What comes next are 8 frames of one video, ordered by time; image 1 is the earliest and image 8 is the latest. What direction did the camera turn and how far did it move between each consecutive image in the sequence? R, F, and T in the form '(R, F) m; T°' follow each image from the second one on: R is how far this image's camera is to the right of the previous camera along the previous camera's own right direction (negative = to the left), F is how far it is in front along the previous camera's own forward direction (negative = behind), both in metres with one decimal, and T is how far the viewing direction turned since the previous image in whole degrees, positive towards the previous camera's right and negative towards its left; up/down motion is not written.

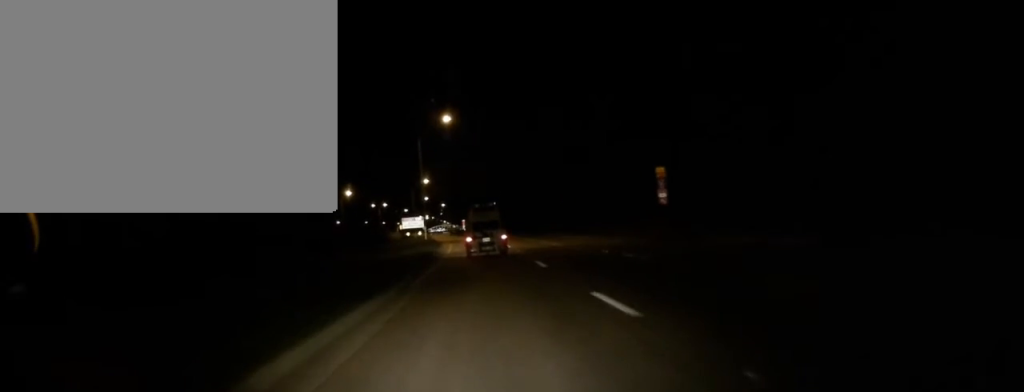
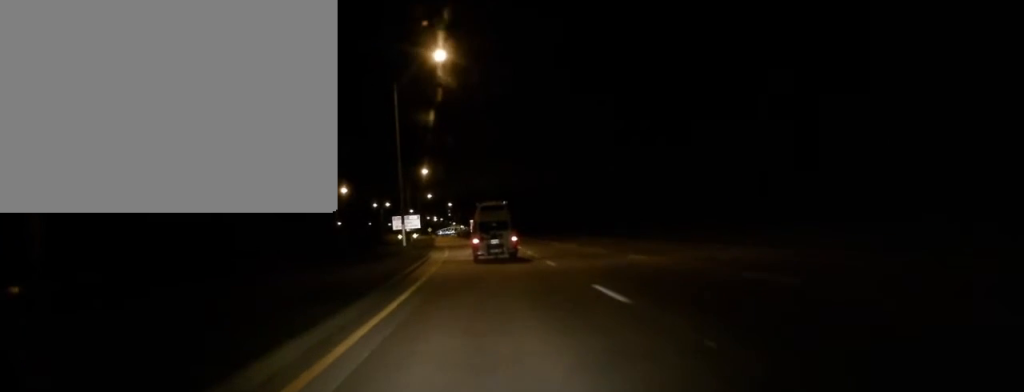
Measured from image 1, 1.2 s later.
(+0.3, +22.1) m; 0°
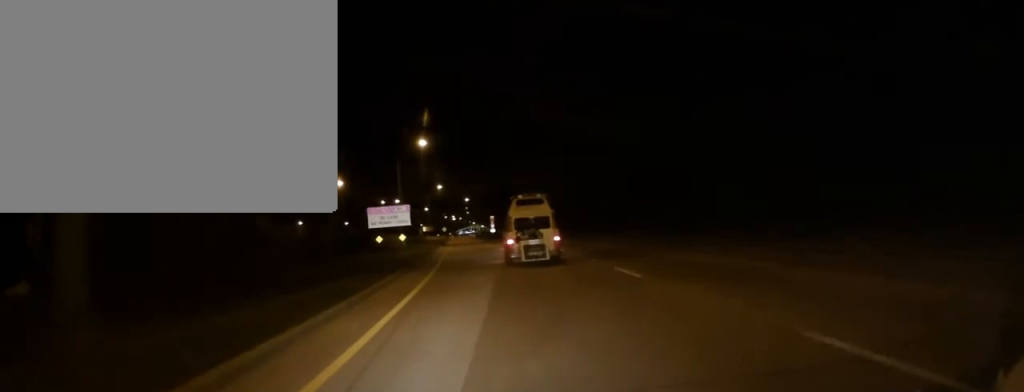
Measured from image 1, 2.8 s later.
(0.0, +31.6) m; 0°
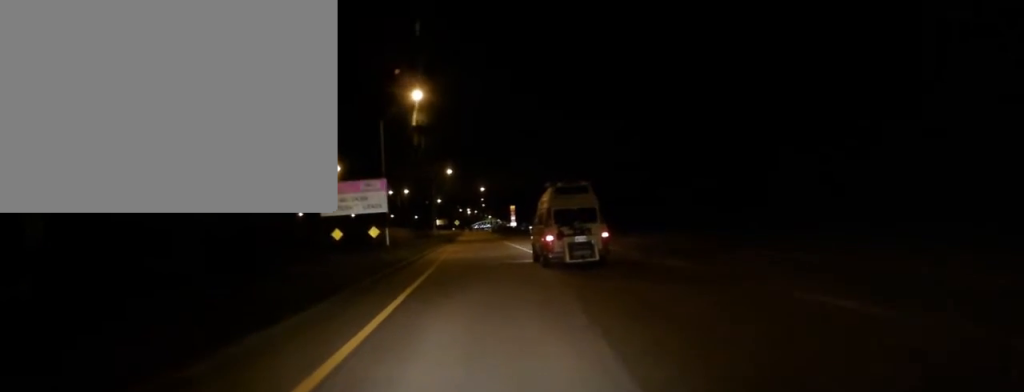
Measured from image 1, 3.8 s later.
(-0.3, +21.0) m; -2°
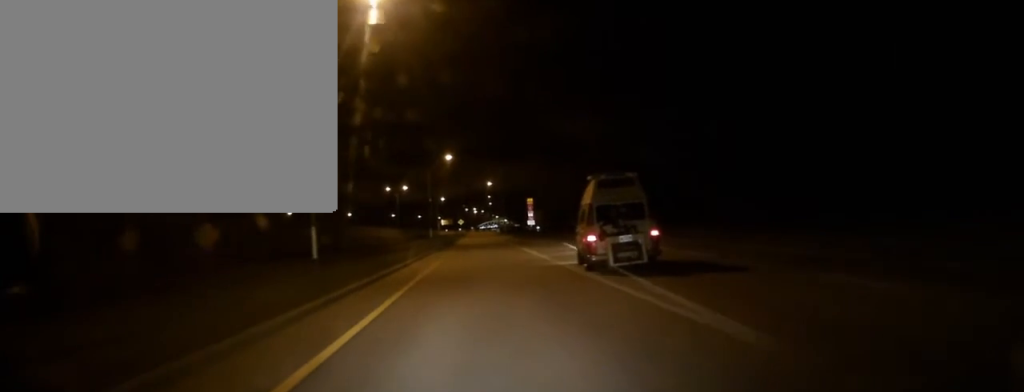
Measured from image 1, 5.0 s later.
(-0.6, +23.9) m; 0°
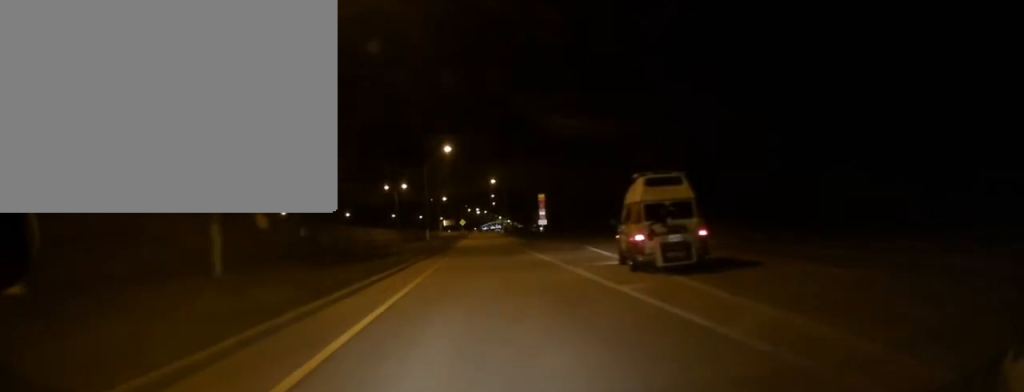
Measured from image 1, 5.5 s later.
(+0.3, +11.0) m; 0°
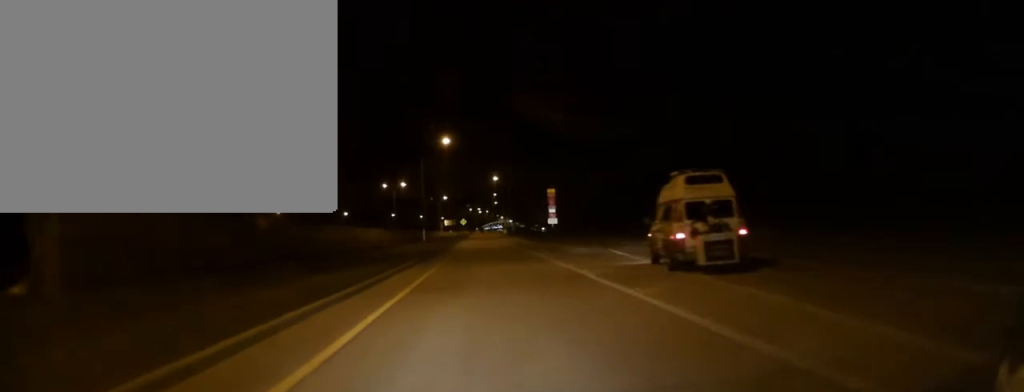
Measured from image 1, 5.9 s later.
(+0.2, +7.8) m; 0°
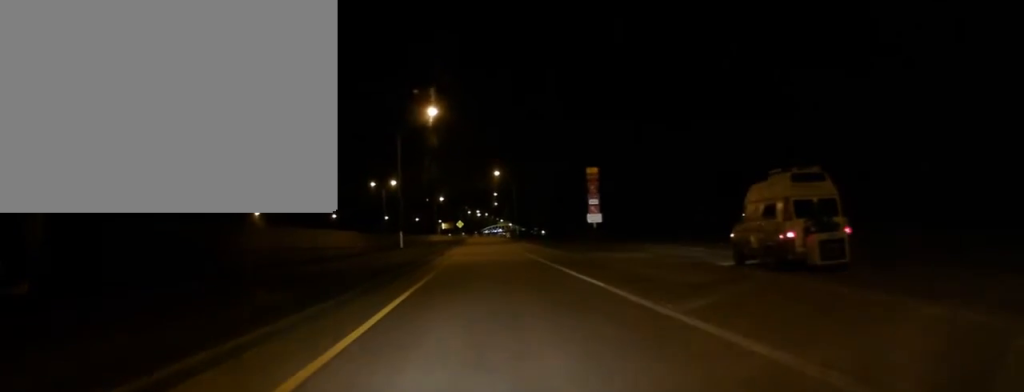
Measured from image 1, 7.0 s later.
(-0.7, +20.2) m; -2°
